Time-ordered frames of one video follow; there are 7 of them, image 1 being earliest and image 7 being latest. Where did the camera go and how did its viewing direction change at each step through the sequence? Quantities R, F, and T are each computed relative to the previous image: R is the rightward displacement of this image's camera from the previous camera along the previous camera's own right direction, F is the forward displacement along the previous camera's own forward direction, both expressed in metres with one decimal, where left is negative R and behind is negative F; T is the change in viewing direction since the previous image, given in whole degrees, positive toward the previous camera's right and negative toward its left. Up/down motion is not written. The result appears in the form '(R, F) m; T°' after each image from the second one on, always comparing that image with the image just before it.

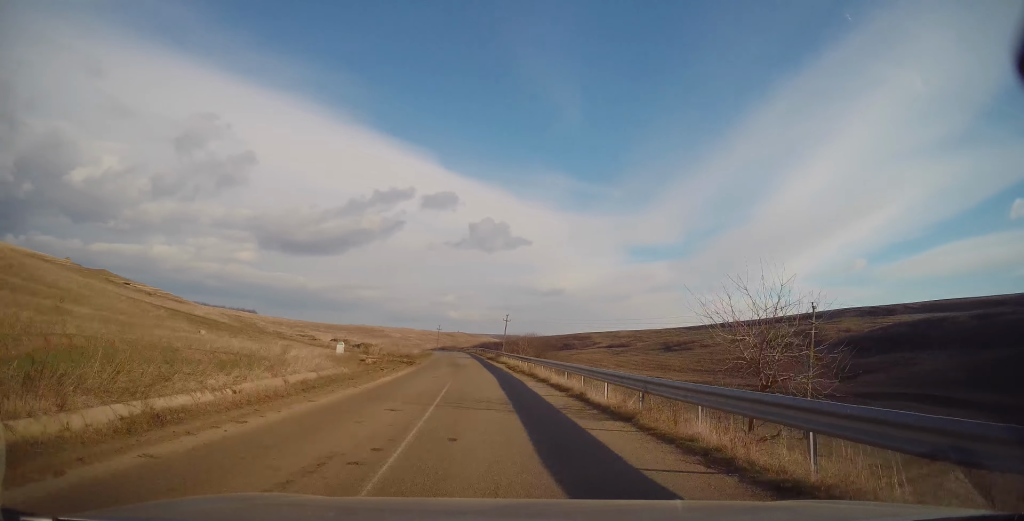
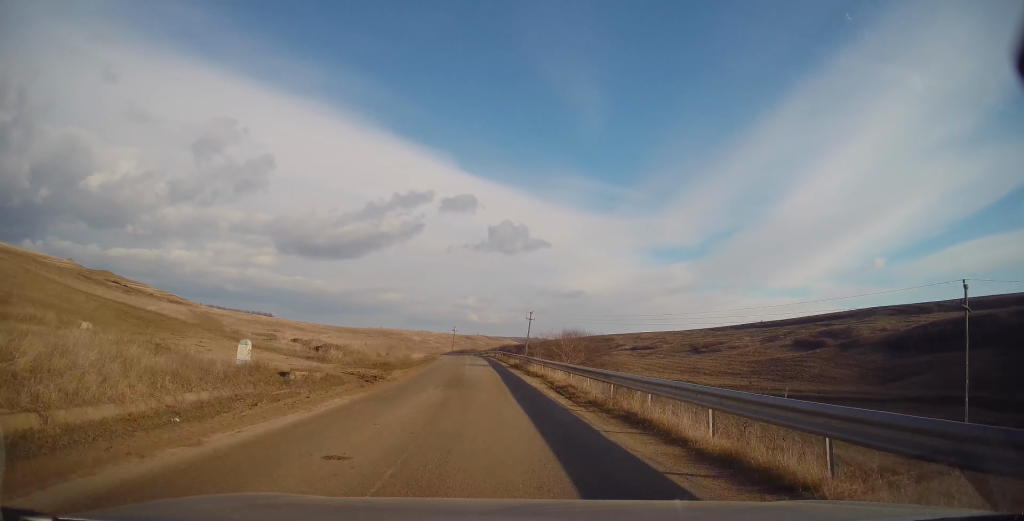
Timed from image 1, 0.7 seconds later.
(-0.4, +14.7) m; -1°
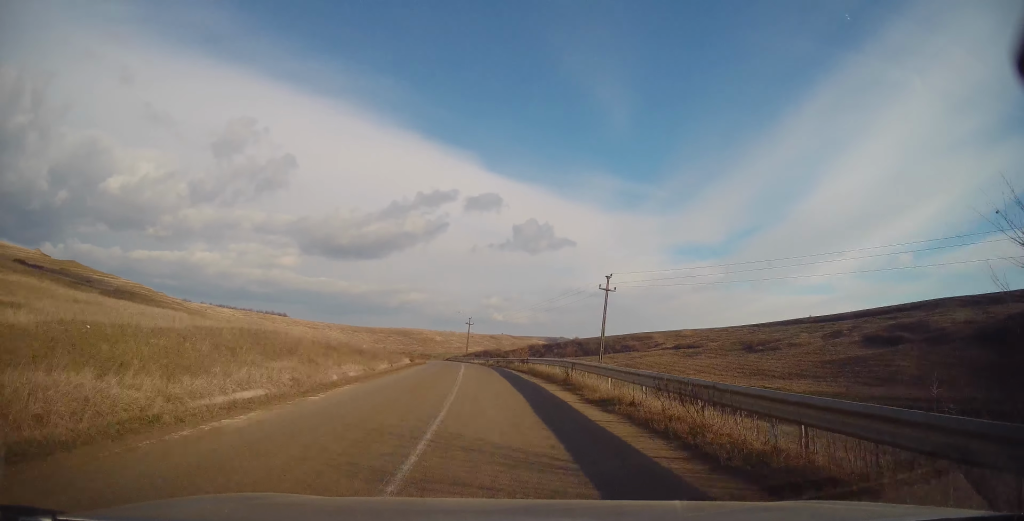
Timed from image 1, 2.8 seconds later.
(-2.1, +45.9) m; -4°
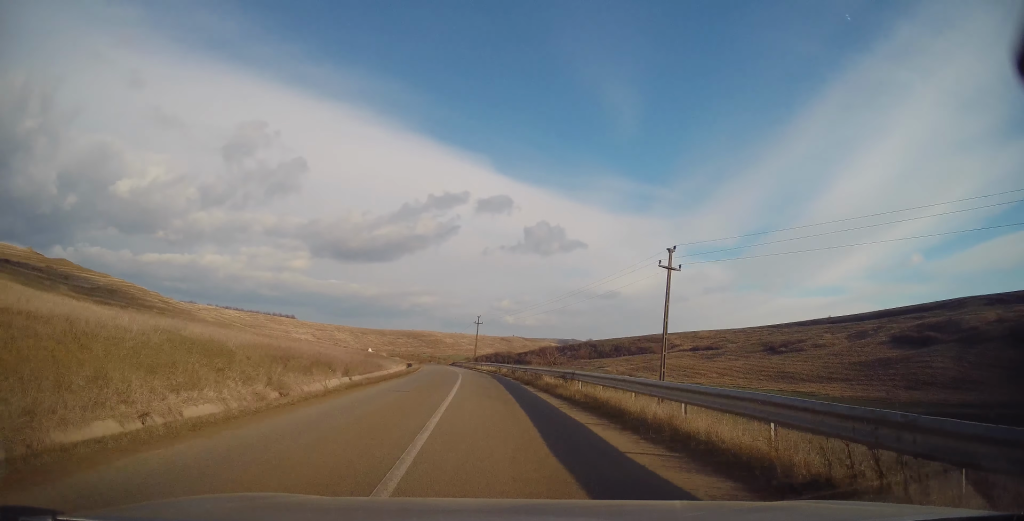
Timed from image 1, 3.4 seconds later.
(0.0, +14.9) m; -1°
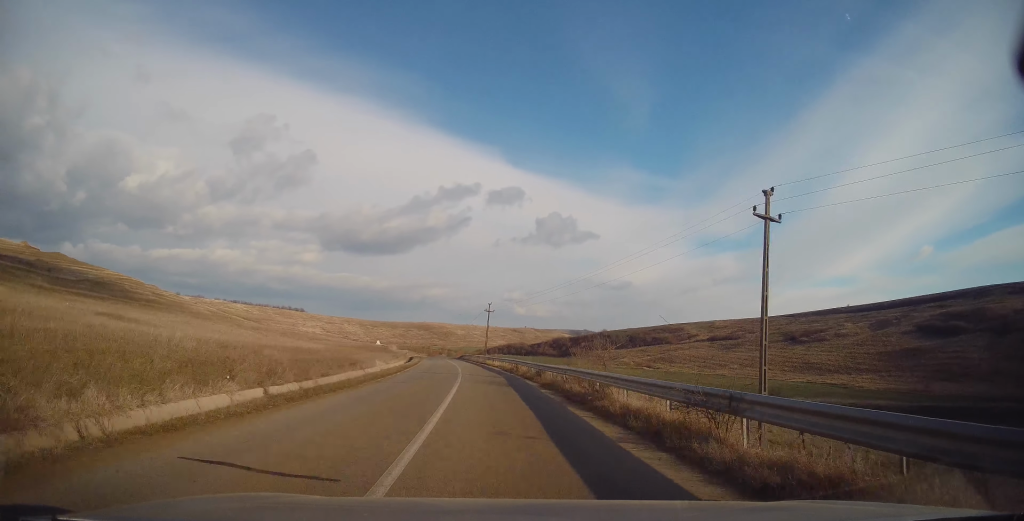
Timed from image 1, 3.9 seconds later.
(+0.4, +10.9) m; -1°
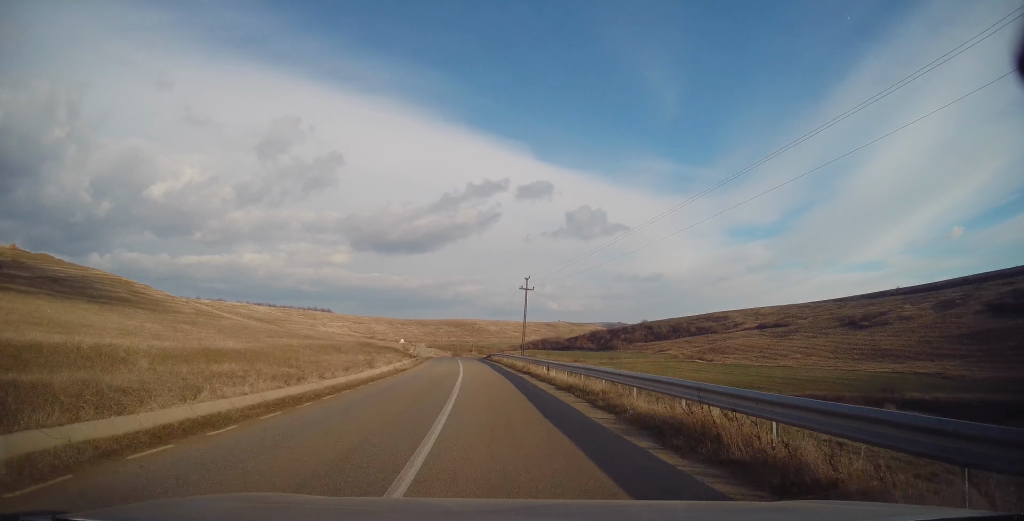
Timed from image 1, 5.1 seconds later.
(-1.3, +27.2) m; -4°
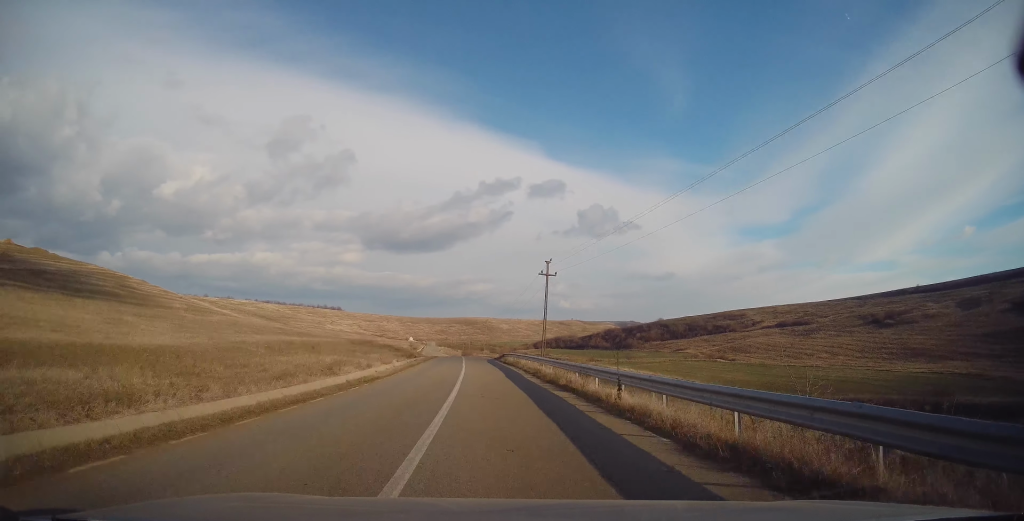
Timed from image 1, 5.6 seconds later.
(-0.1, +11.4) m; -1°
